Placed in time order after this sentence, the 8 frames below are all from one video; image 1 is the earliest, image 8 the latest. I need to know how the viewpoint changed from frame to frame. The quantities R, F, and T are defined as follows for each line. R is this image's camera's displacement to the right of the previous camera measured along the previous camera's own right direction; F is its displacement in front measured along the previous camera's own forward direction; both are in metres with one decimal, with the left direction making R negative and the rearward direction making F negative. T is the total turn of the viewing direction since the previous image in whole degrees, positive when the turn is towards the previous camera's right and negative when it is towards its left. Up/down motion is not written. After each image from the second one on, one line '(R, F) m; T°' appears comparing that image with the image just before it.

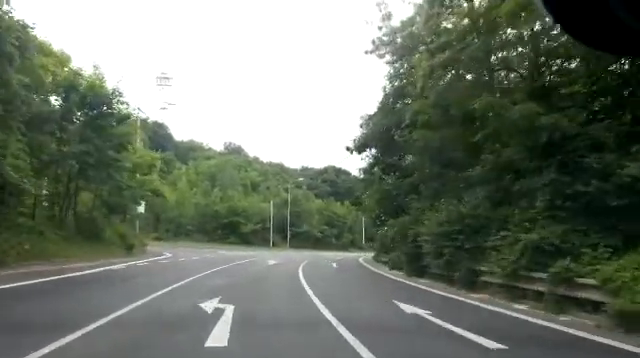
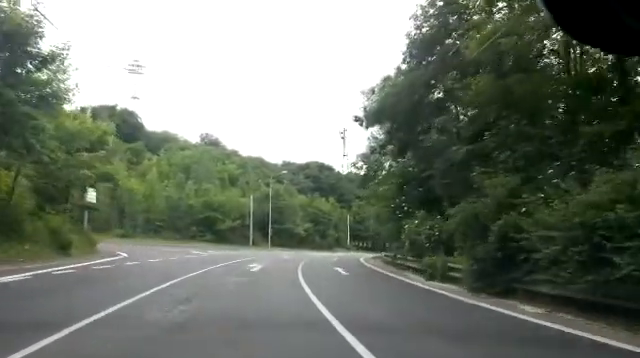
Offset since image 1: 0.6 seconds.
(+0.1, +7.2) m; +2°
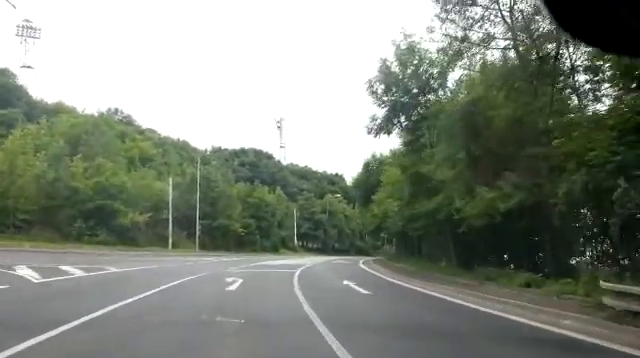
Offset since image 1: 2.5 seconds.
(+0.6, +20.9) m; +6°
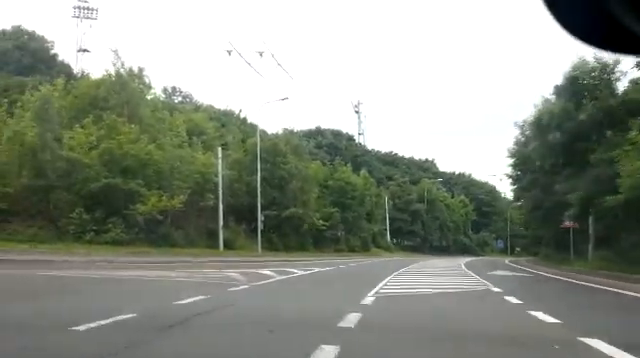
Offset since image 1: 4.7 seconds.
(+0.2, +19.3) m; -12°
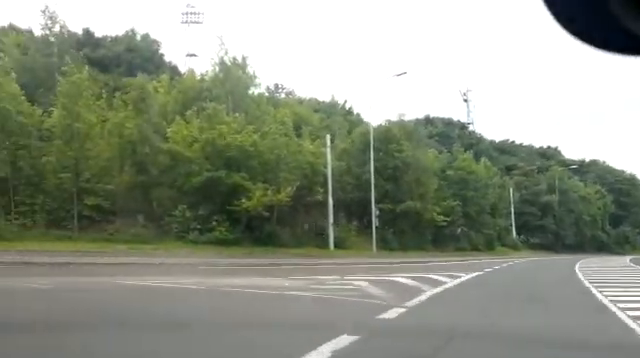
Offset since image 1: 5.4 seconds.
(-0.3, +4.8) m; -12°
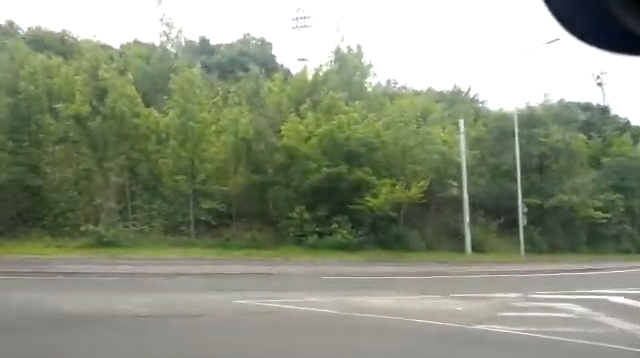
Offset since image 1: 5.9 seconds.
(-0.5, +3.6) m; -14°
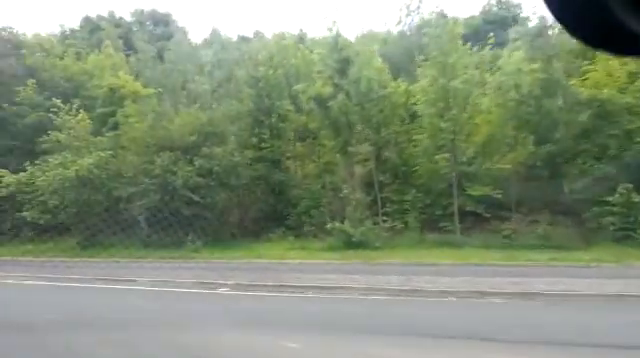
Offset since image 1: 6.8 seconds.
(-1.1, +5.4) m; -29°
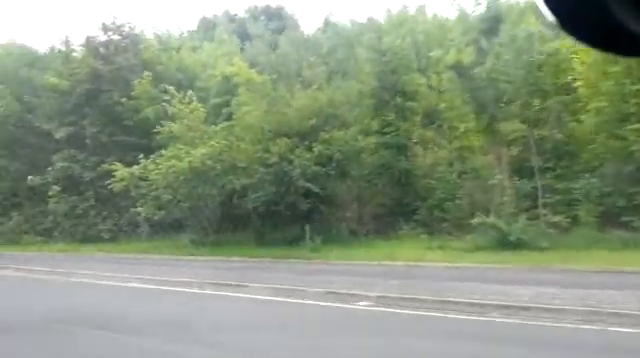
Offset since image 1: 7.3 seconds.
(-0.4, +2.4) m; -16°
